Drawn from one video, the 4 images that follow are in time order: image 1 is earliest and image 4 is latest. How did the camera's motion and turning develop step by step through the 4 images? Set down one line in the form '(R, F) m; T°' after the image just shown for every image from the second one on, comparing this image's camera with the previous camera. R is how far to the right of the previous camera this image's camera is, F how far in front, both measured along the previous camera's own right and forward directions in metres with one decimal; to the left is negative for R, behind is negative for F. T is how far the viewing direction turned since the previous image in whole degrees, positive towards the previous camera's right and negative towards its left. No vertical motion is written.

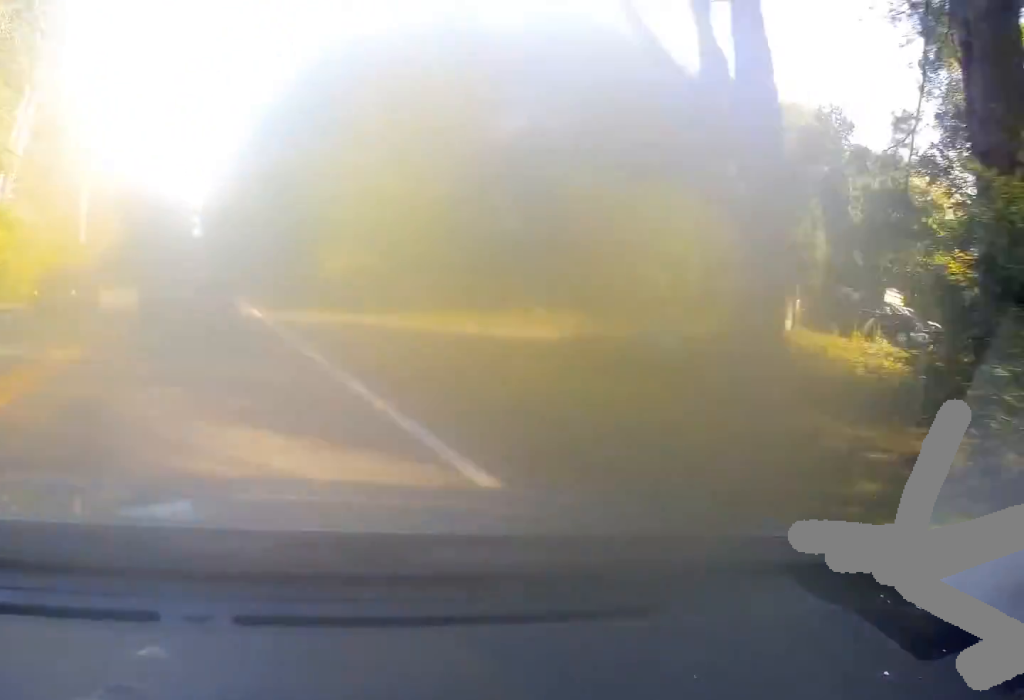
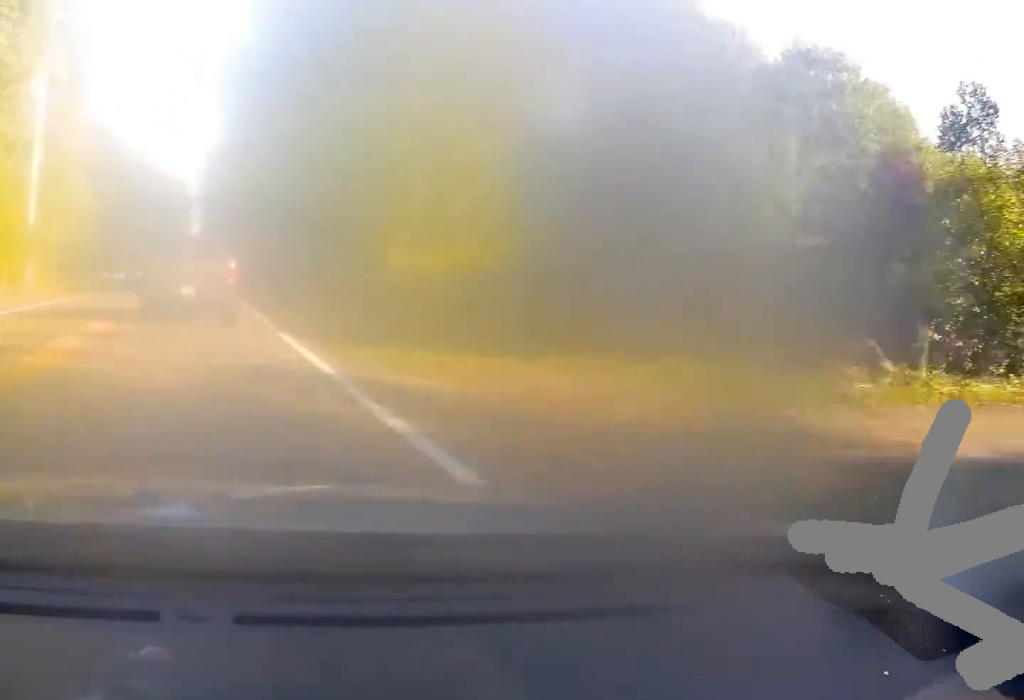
(-0.1, +13.3) m; -1°
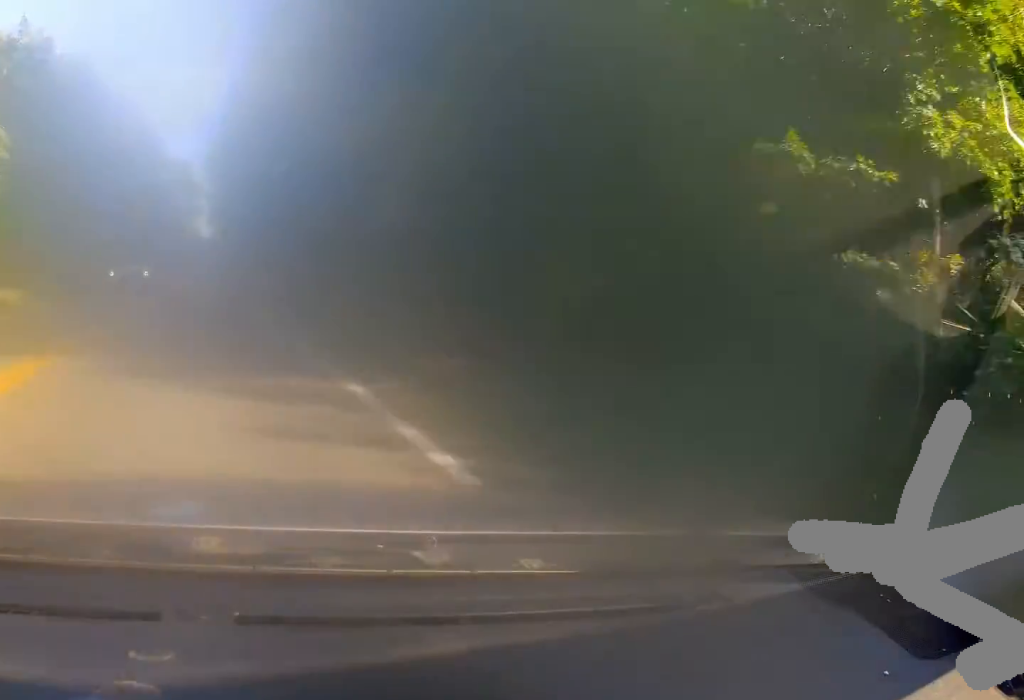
(-0.7, +27.0) m; 0°
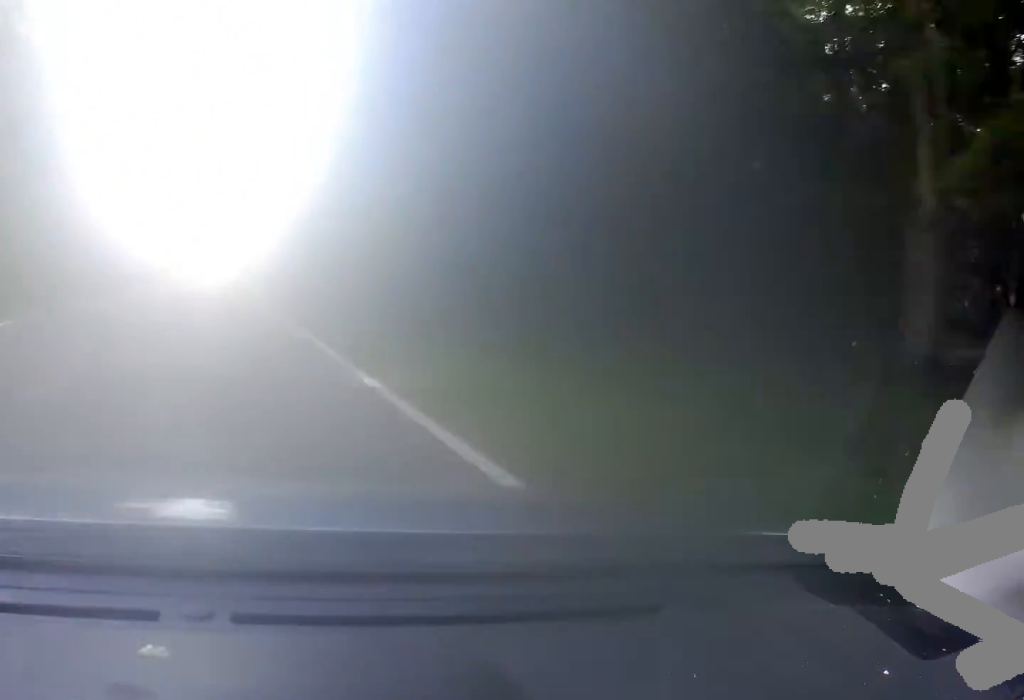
(+1.6, +83.4) m; 0°
